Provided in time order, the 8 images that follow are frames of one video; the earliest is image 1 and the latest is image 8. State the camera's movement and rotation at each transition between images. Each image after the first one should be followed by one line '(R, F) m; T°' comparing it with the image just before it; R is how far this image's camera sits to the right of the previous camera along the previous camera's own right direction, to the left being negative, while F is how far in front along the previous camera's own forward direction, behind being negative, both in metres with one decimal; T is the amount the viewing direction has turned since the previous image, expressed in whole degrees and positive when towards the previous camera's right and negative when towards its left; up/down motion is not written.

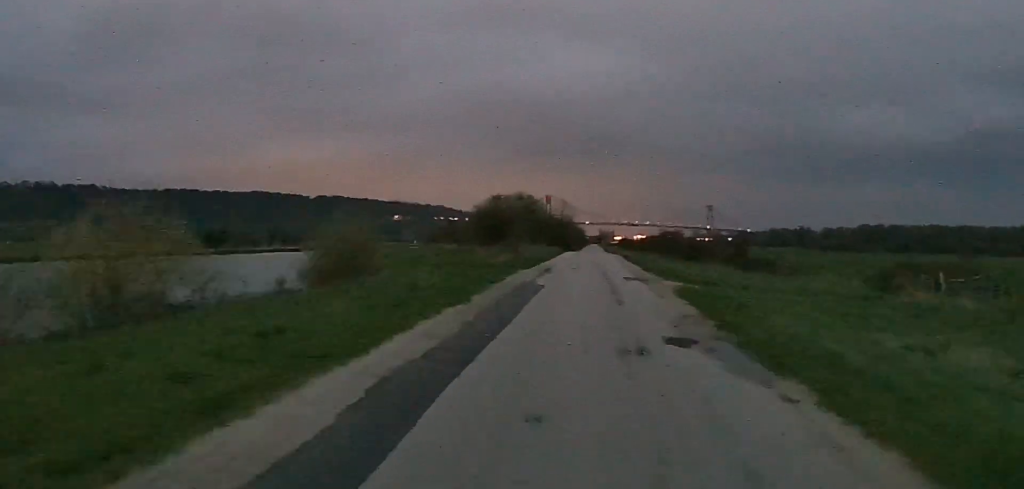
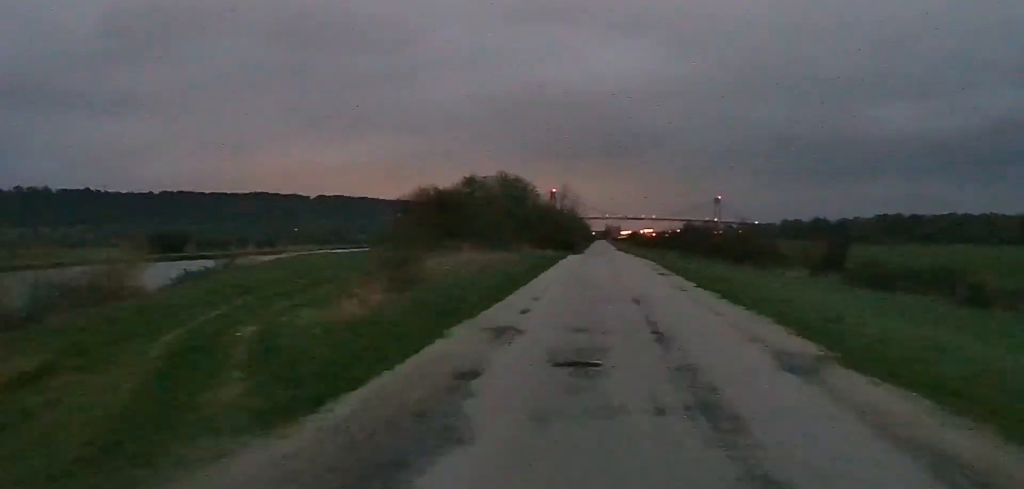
(0.0, +39.7) m; 0°
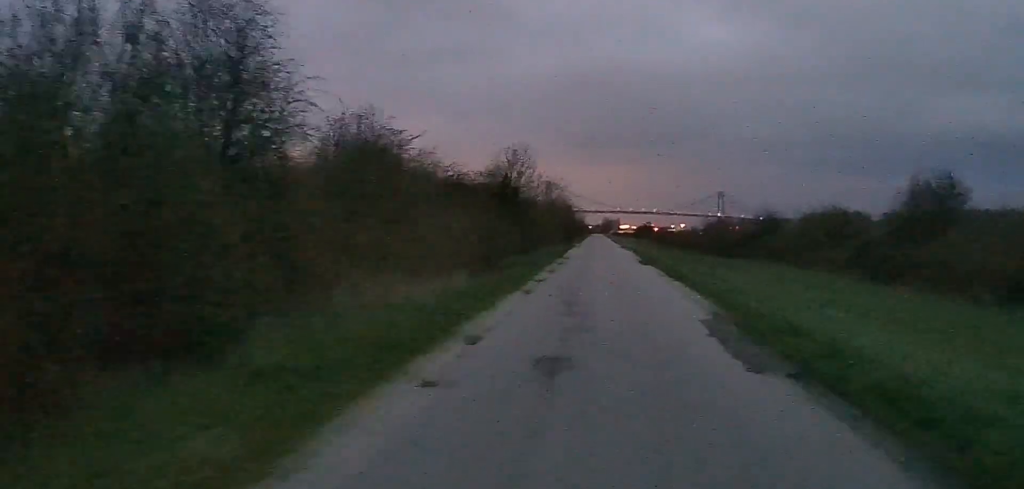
(-1.0, +128.7) m; -1°
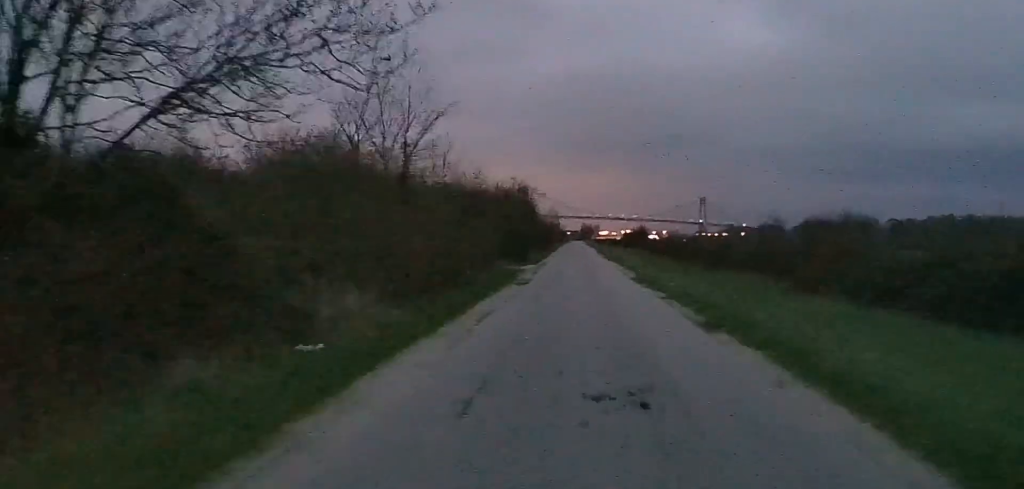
(+0.8, +64.2) m; +1°
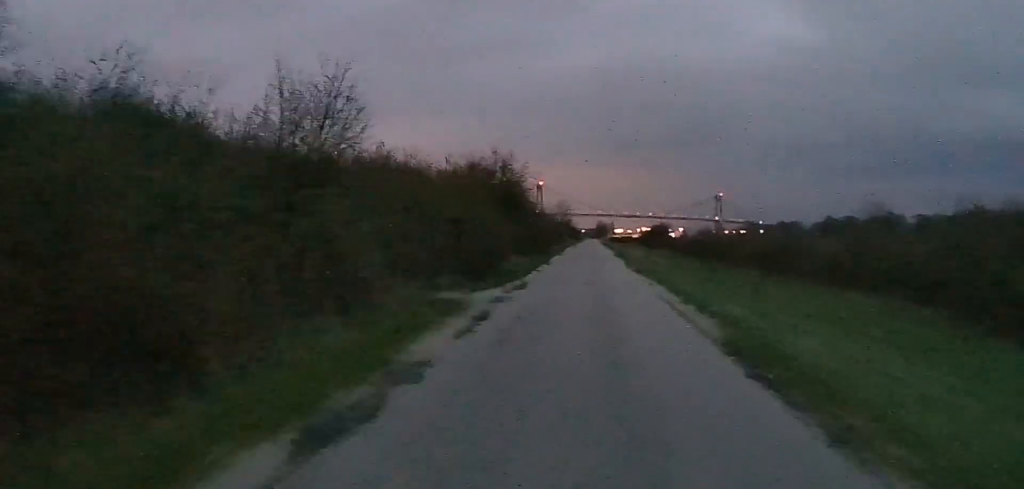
(-0.2, +26.4) m; 0°
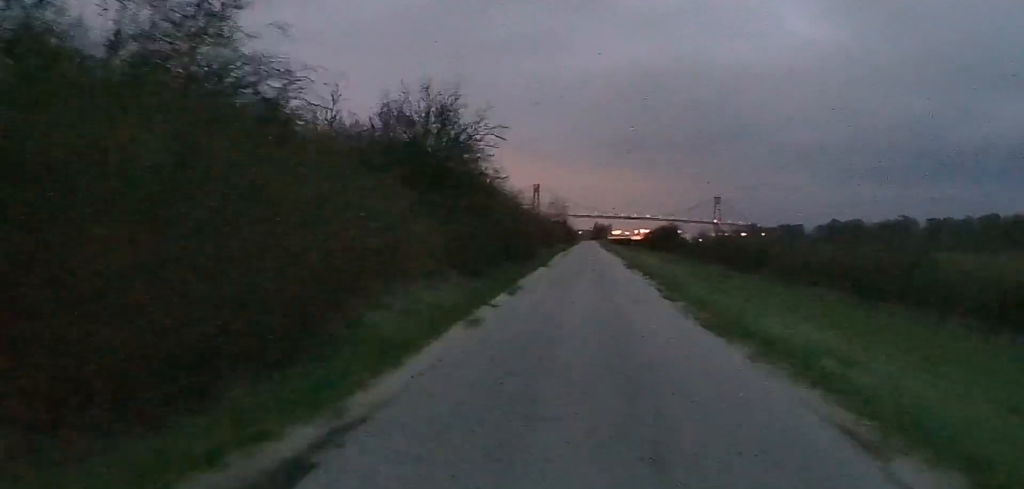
(-0.1, +26.4) m; 0°
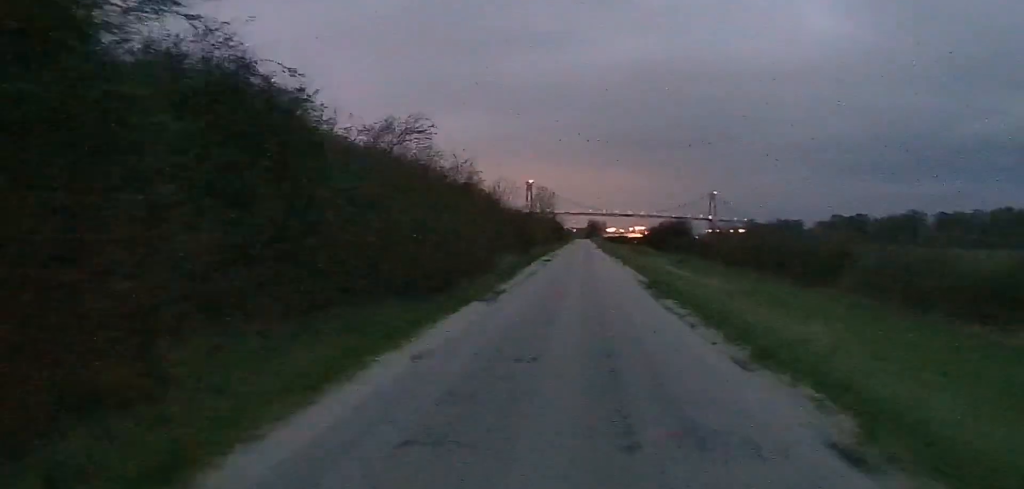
(0.0, +26.4) m; 0°
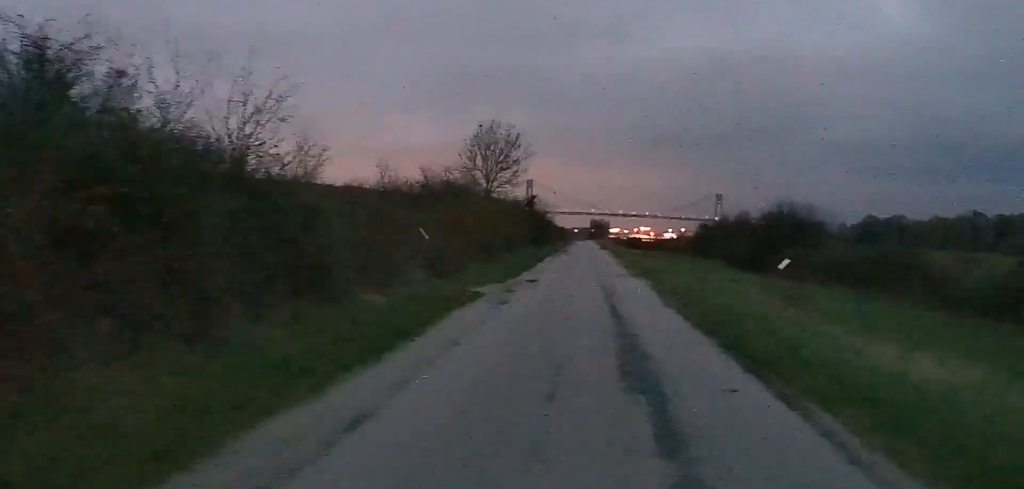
(-0.4, +80.9) m; +1°
